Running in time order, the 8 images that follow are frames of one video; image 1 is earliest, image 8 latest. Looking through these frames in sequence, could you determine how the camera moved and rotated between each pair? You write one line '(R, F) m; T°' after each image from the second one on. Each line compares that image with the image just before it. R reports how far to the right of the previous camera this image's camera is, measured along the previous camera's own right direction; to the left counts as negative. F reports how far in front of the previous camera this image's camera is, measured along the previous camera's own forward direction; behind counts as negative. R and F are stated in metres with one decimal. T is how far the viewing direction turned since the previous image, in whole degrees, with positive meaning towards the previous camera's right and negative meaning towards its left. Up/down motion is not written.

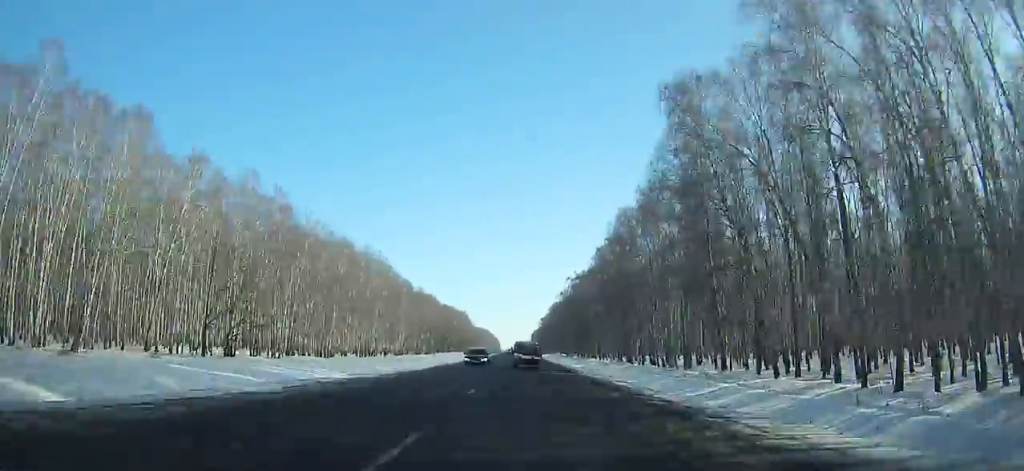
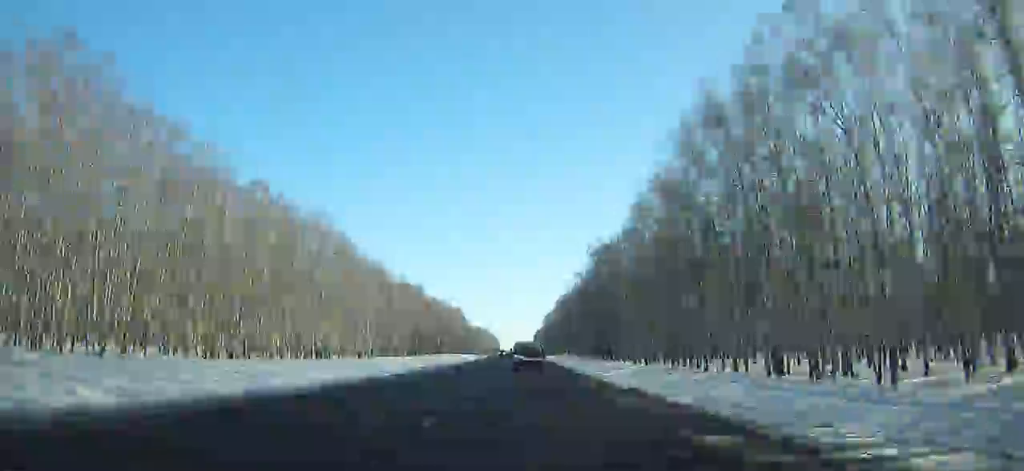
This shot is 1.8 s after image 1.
(0.0, +42.9) m; 0°
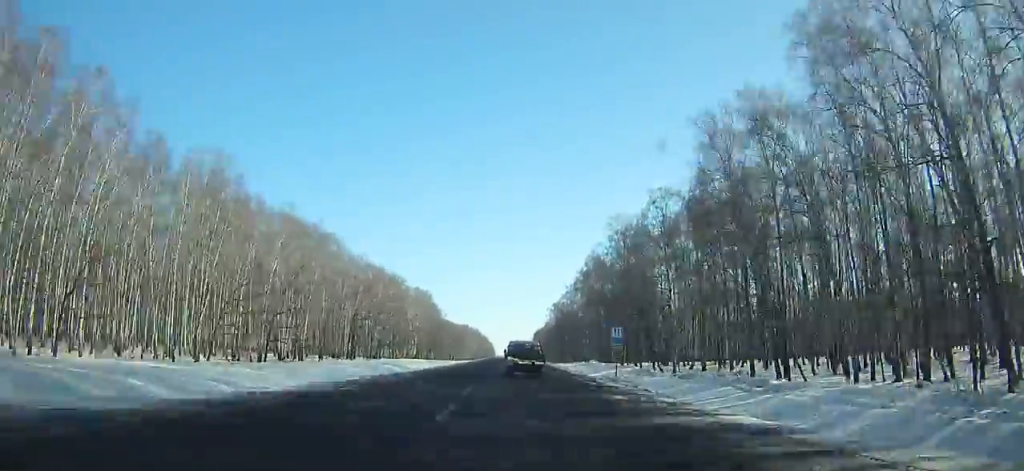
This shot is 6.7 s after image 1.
(+1.0, +110.1) m; +1°
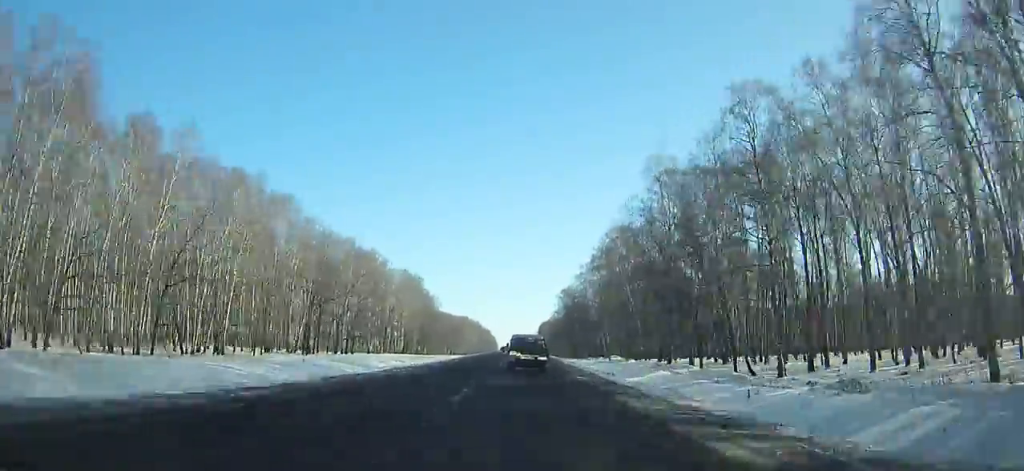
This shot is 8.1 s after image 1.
(+0.1, +30.0) m; 0°
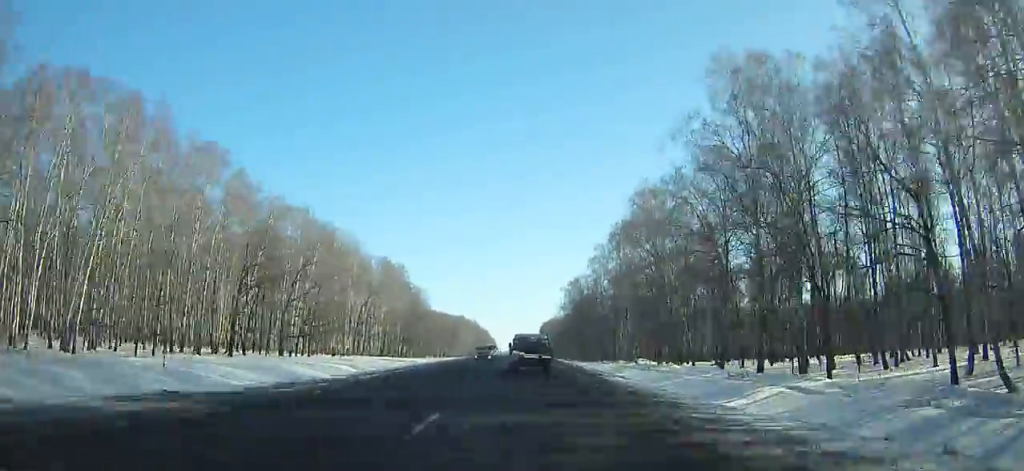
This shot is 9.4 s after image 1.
(-0.3, +27.0) m; 0°
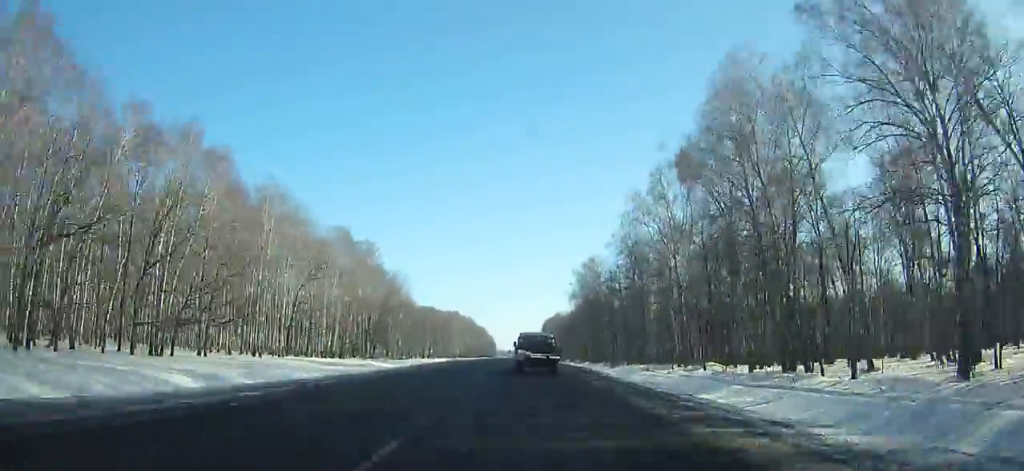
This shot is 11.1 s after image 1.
(-0.2, +35.6) m; 0°
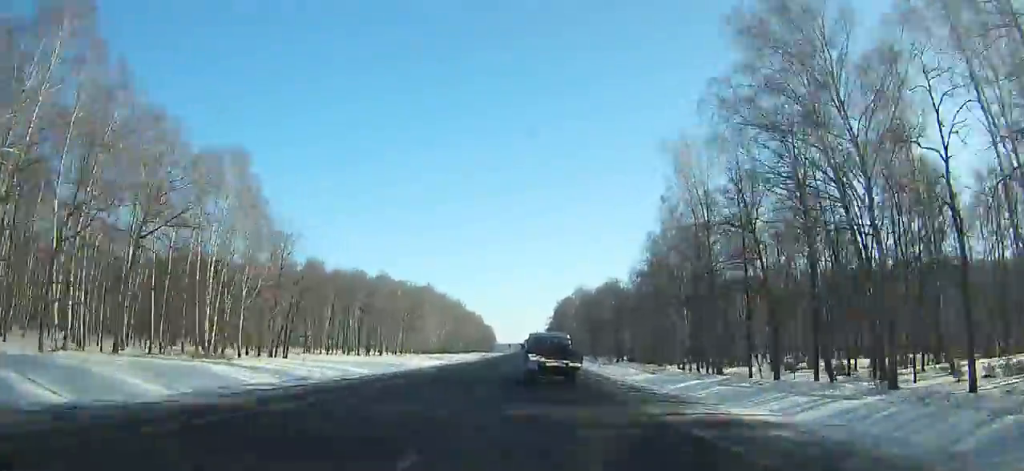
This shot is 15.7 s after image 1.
(+0.4, +106.4) m; +1°
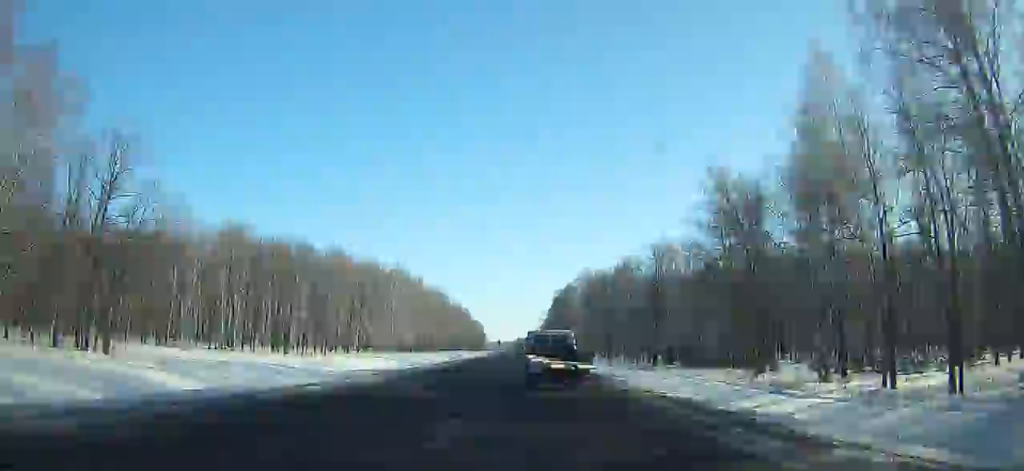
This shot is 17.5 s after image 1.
(+0.1, +45.9) m; 0°
